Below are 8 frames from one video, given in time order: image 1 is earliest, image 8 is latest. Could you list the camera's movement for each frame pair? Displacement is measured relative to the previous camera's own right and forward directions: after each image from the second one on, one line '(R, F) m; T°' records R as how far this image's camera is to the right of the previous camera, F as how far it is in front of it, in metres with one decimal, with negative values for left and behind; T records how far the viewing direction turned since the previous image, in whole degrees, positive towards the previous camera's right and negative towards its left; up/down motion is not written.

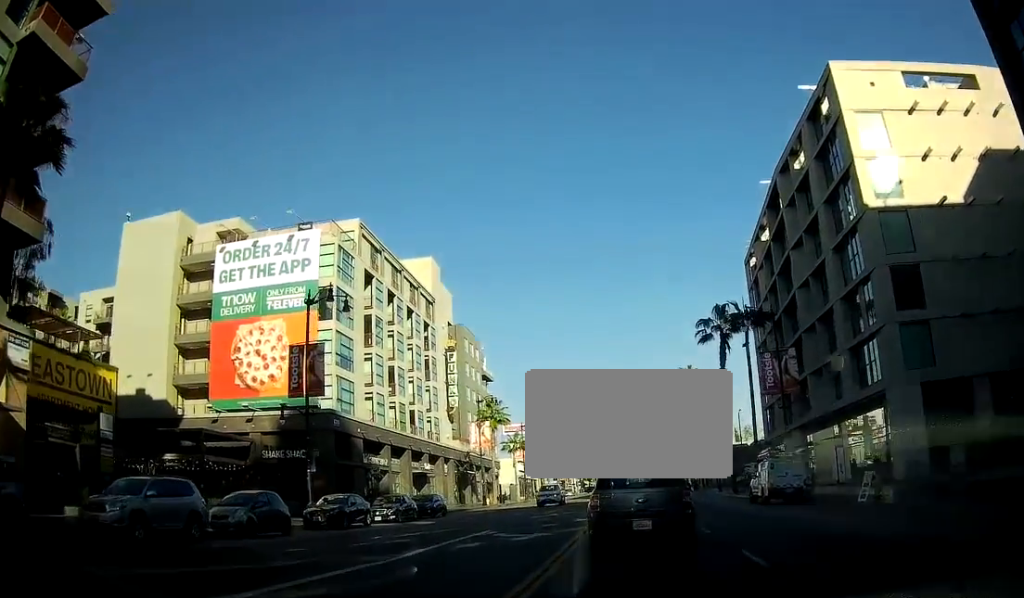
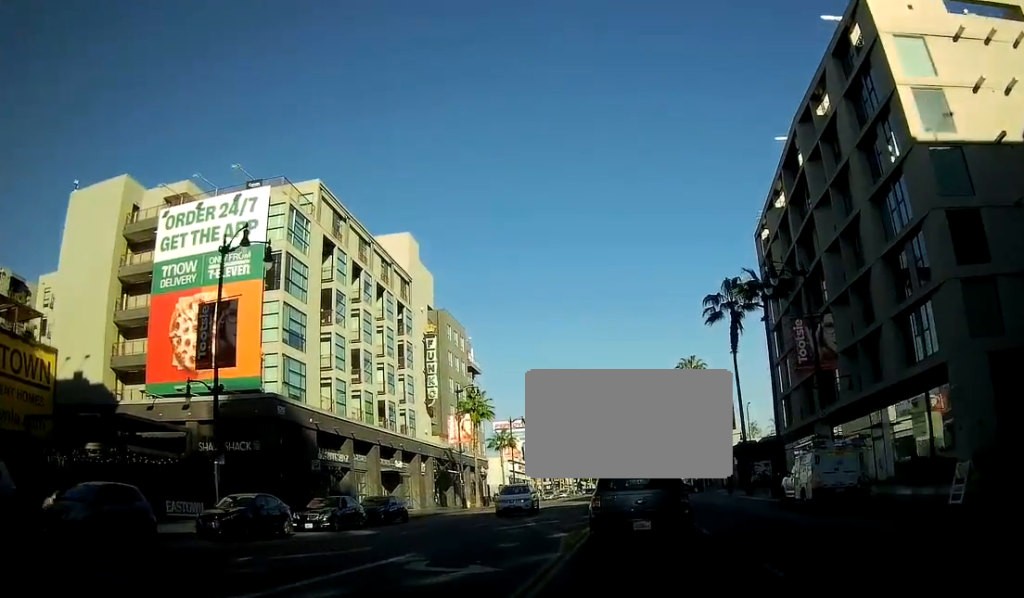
(+0.1, +8.7) m; +1°
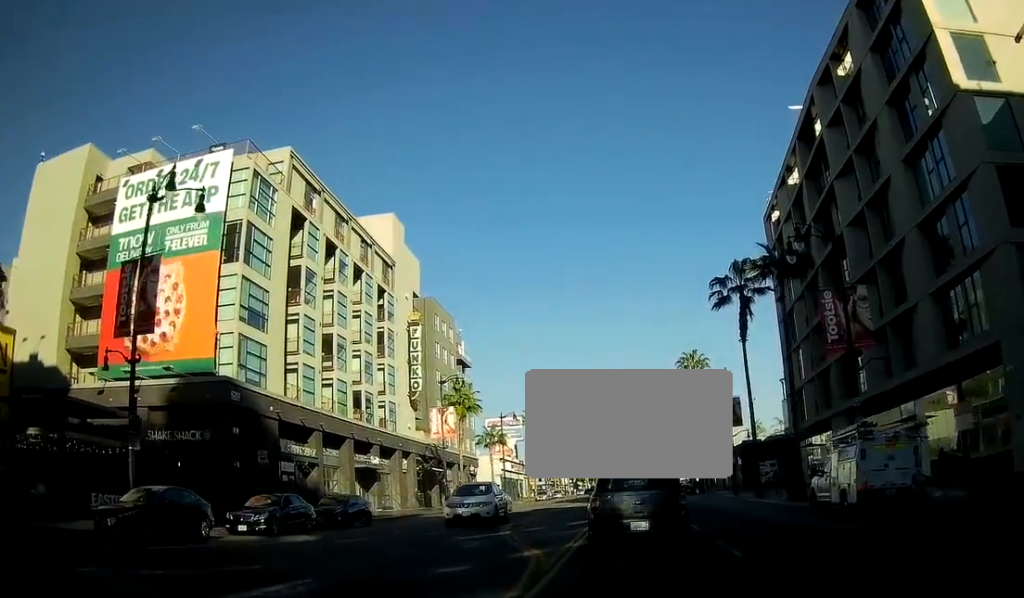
(+0.1, +5.9) m; +1°
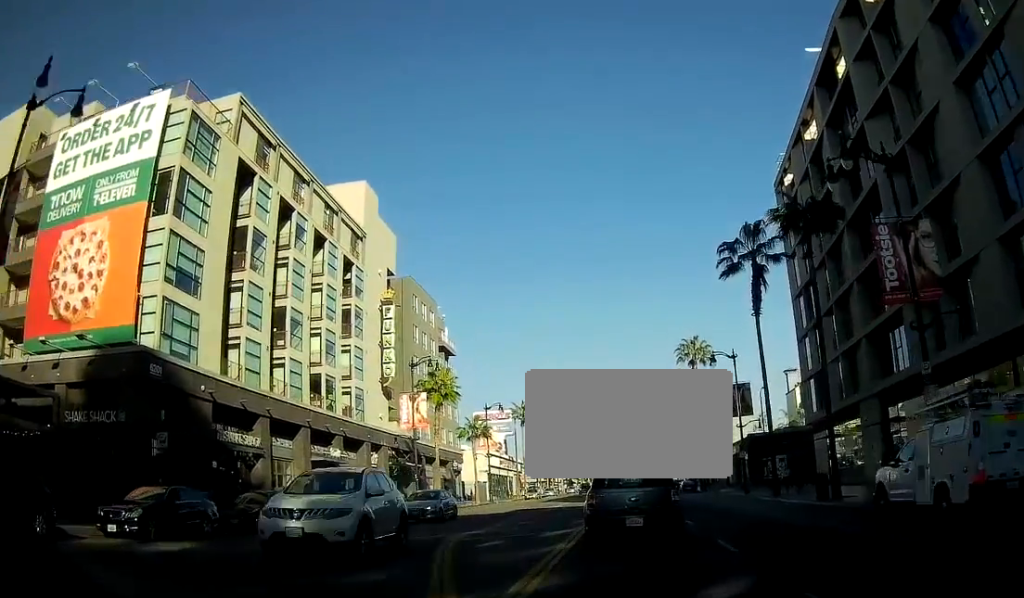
(0.0, +7.4) m; 0°
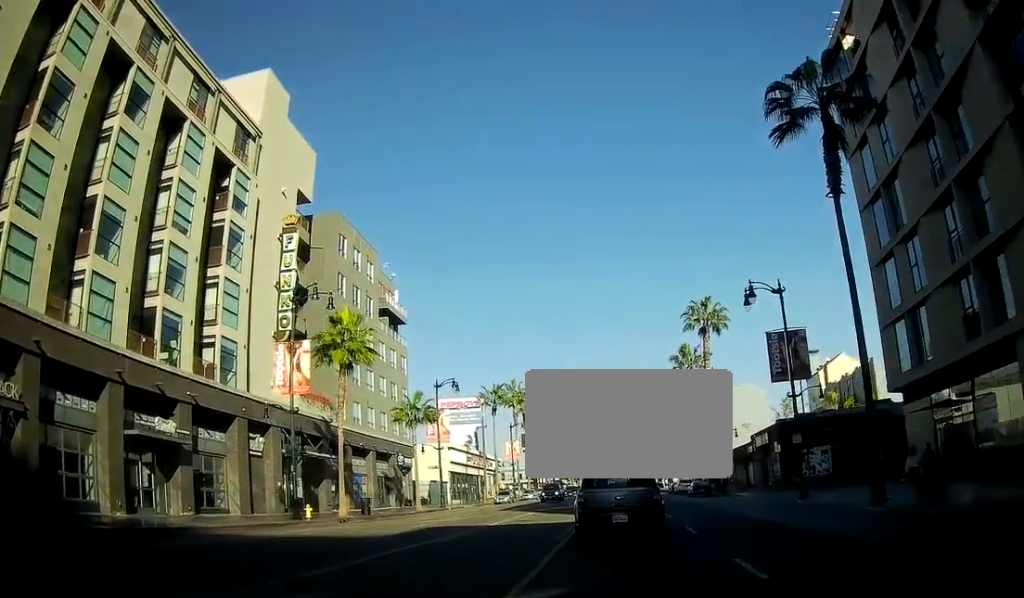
(+0.2, +21.0) m; +2°
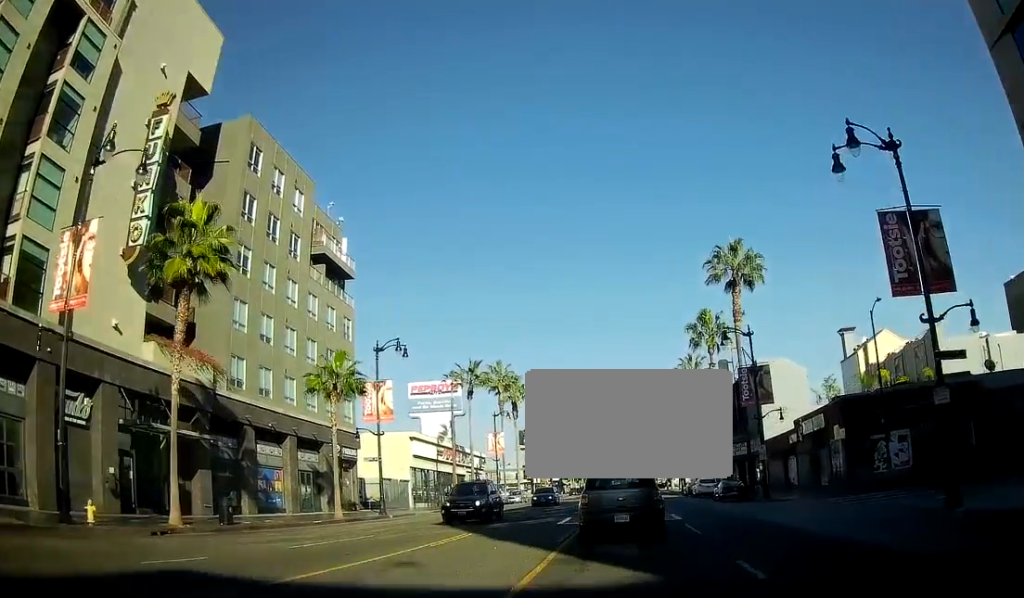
(+0.5, +17.4) m; +2°
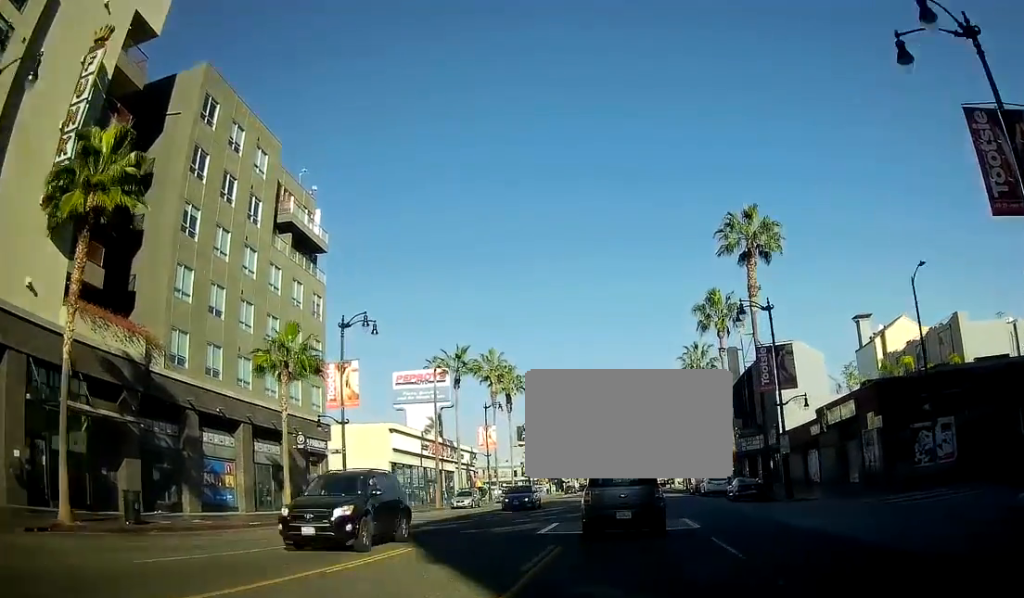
(-0.1, +6.8) m; 0°
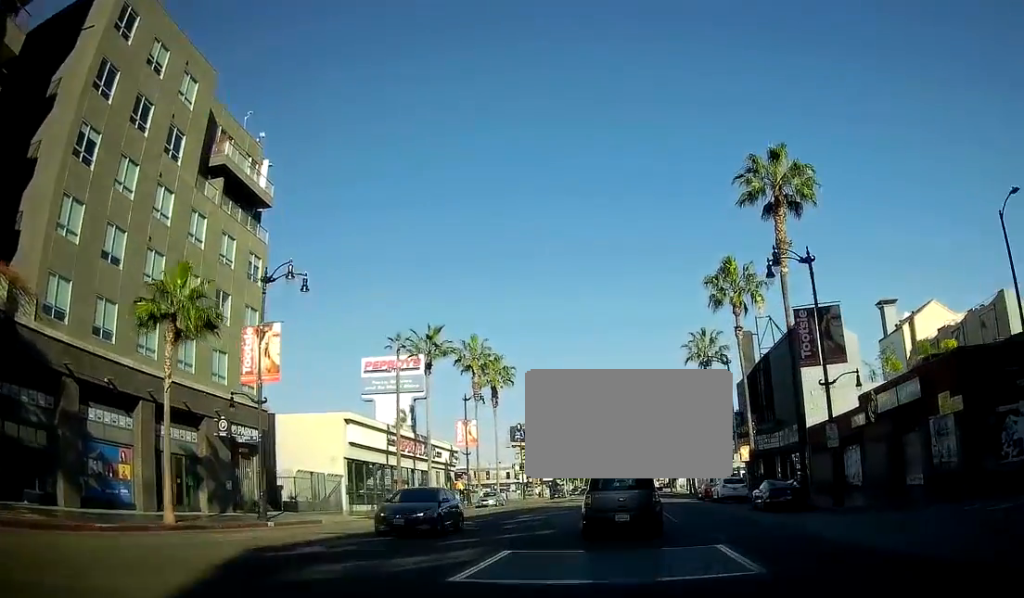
(-0.1, +10.3) m; 0°
